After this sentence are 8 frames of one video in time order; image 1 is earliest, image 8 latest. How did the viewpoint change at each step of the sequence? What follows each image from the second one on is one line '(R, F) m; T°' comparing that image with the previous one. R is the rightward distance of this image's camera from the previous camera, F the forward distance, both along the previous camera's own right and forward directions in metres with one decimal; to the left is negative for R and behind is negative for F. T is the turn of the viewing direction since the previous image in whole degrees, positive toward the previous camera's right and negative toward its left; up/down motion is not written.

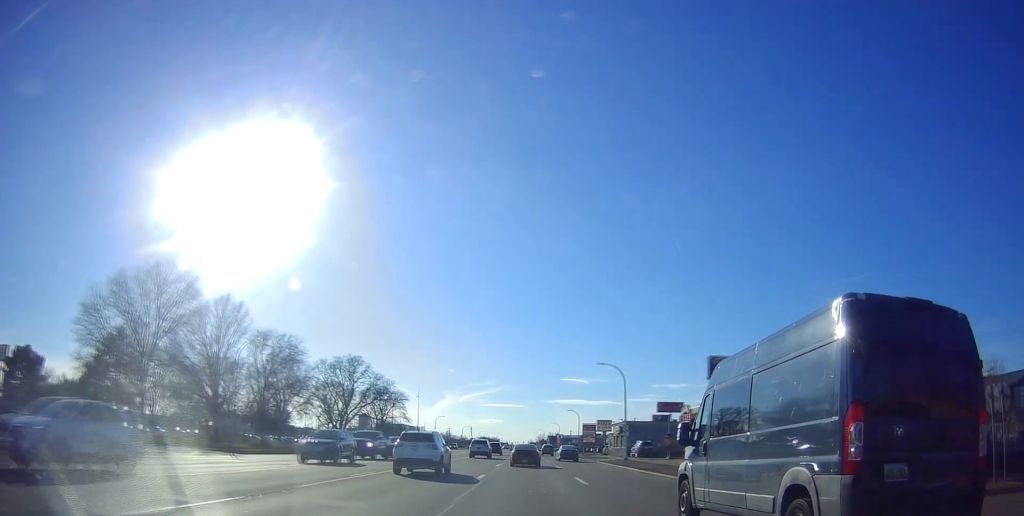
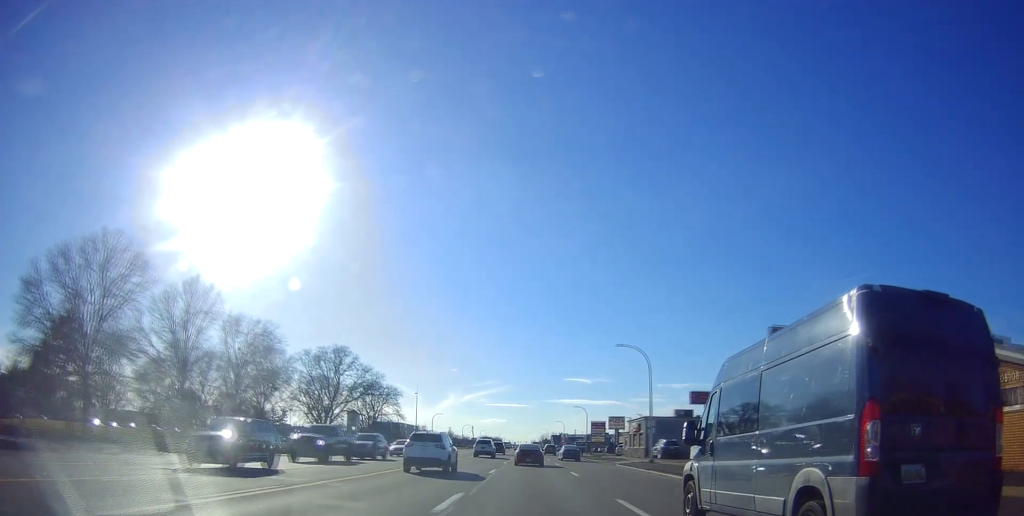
(0.0, +8.8) m; 0°
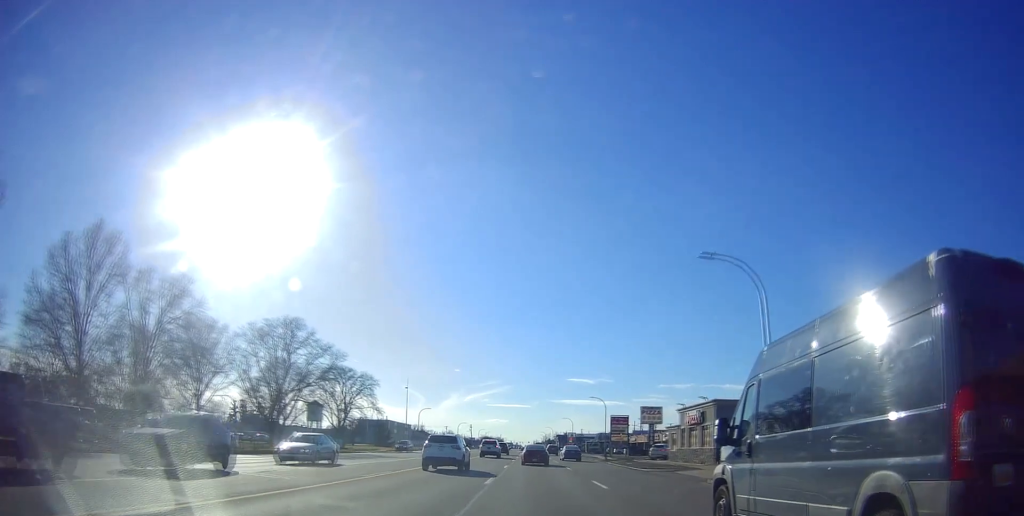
(+0.6, +20.0) m; +3°
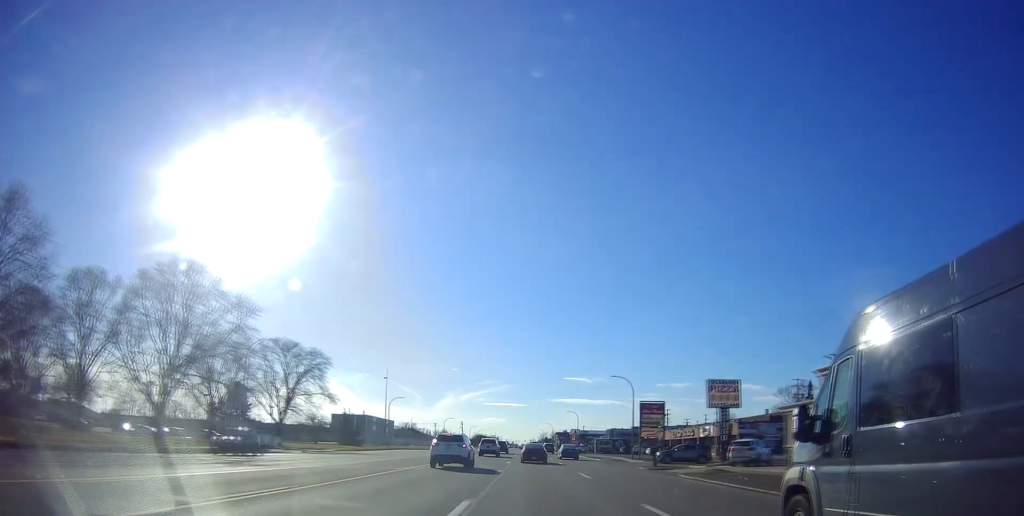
(+0.3, +22.9) m; +1°
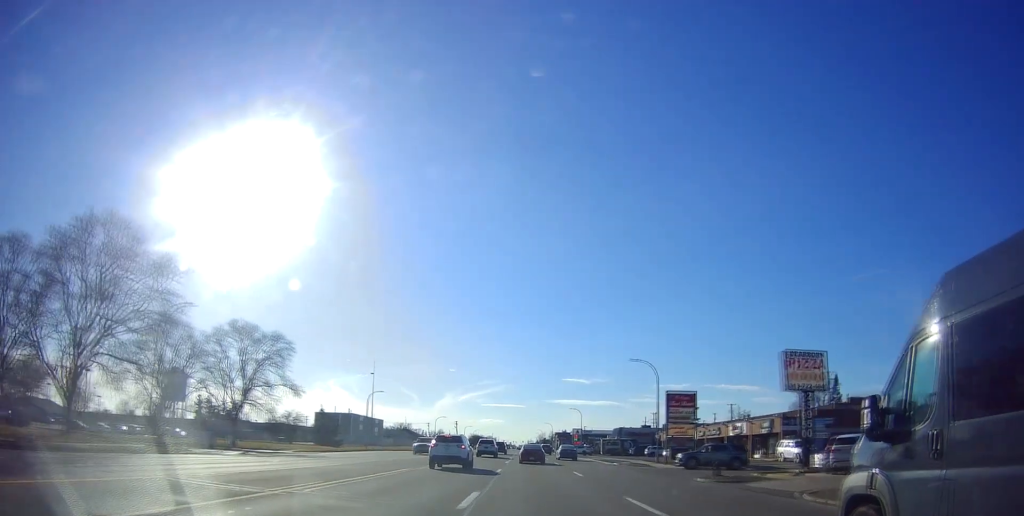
(0.0, +12.1) m; 0°
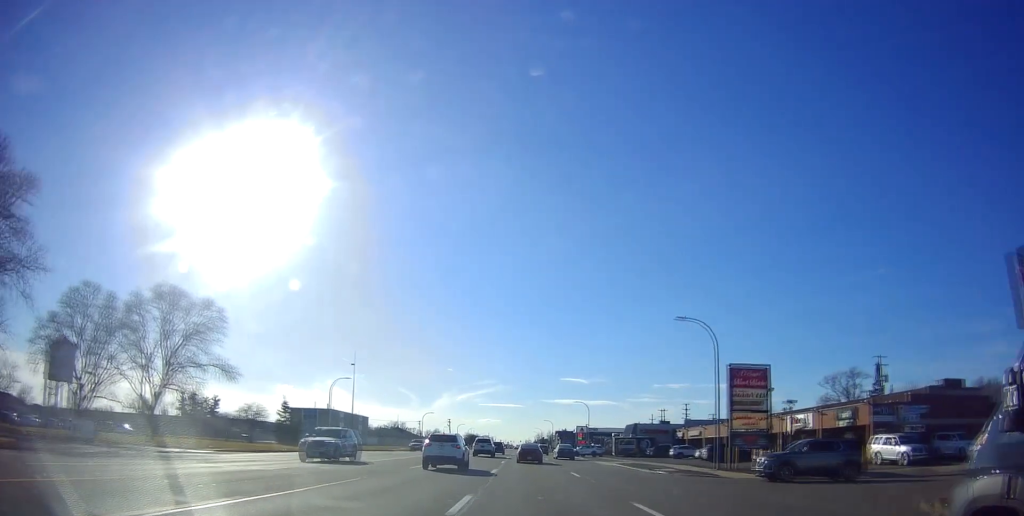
(0.0, +15.9) m; -1°
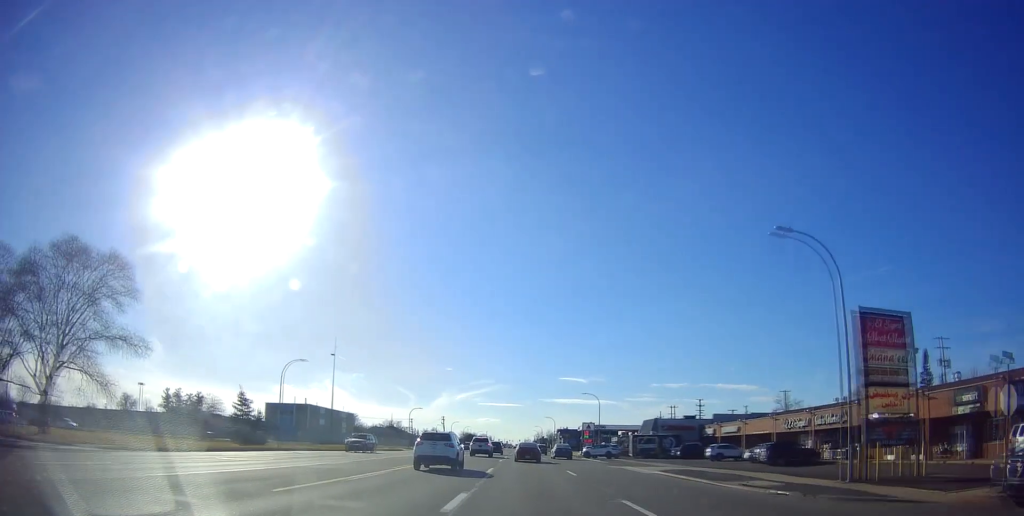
(-0.3, +14.6) m; 0°
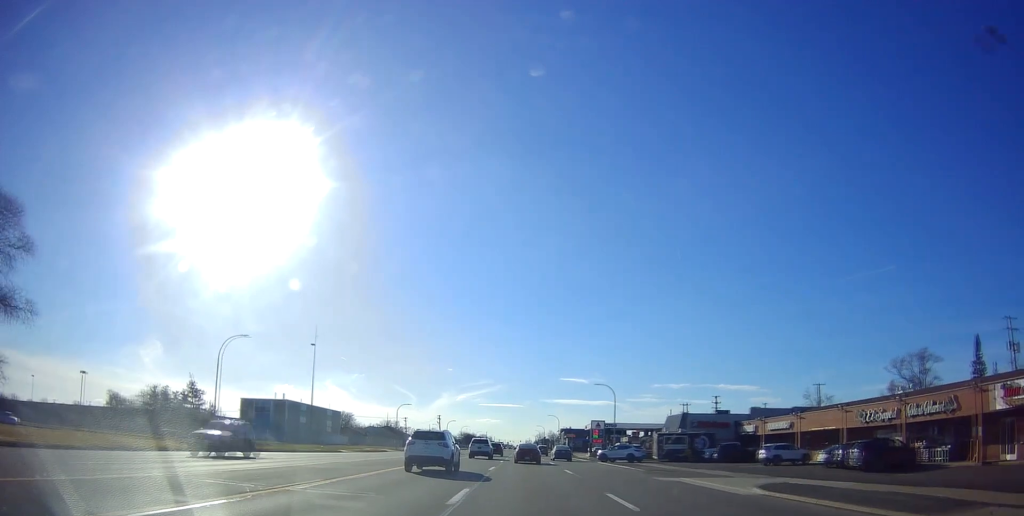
(0.0, +13.1) m; +1°
